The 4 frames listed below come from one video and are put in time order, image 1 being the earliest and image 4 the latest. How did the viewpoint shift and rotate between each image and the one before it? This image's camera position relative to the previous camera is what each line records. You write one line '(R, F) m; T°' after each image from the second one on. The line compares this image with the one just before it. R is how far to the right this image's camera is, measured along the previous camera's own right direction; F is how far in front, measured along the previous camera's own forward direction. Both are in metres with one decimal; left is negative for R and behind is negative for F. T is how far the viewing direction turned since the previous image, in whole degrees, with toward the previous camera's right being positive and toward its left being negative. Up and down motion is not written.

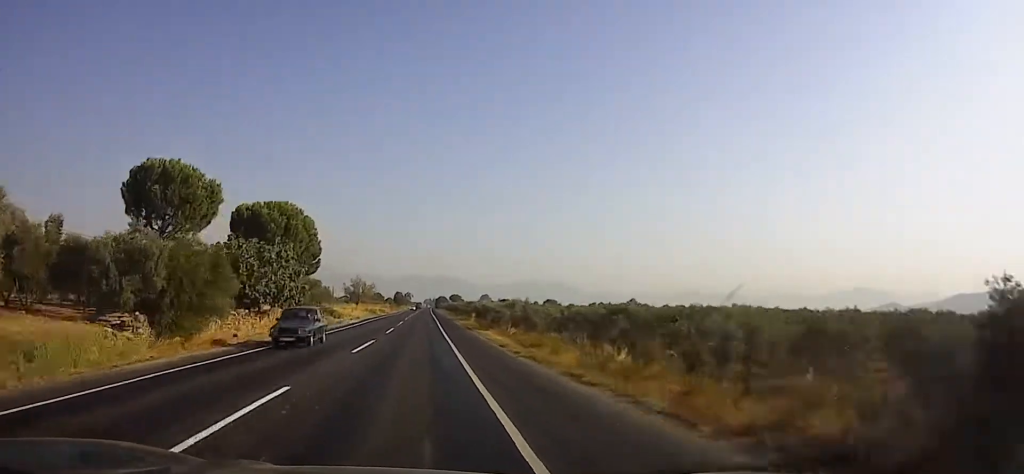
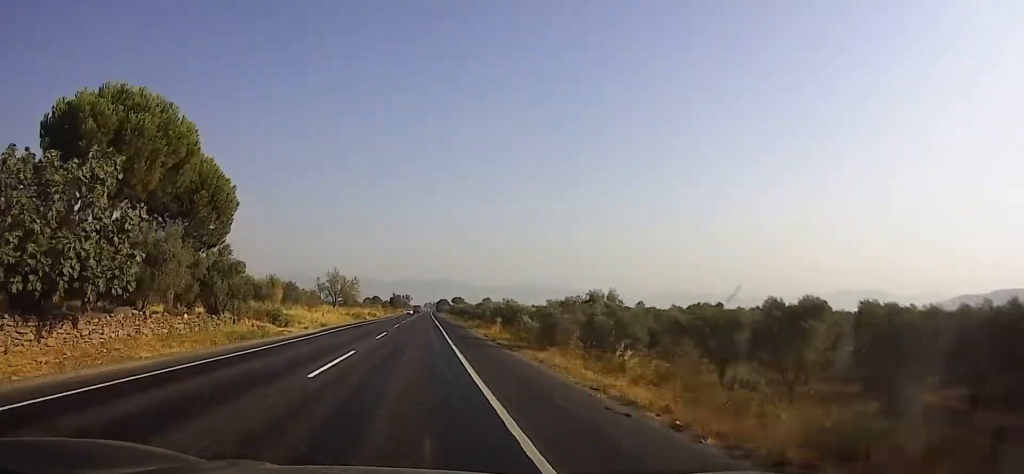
(0.0, +22.0) m; 0°
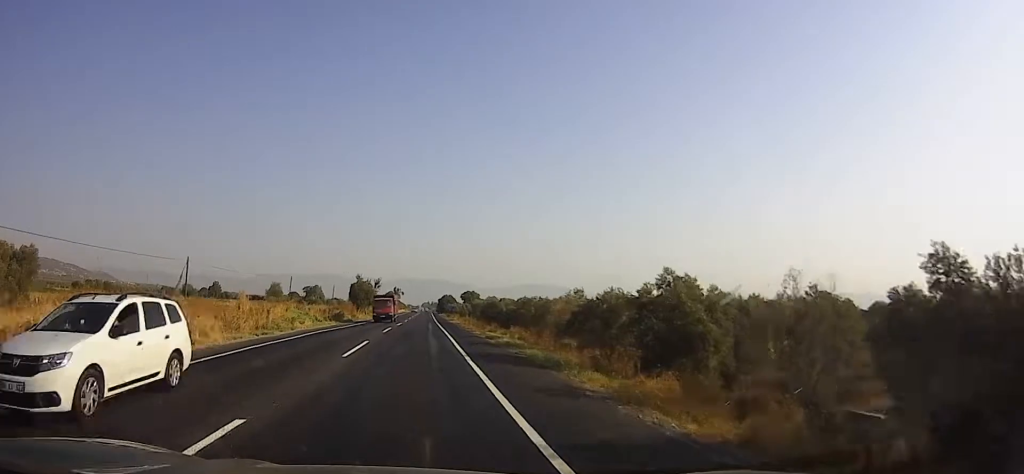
(+0.1, +86.9) m; 0°
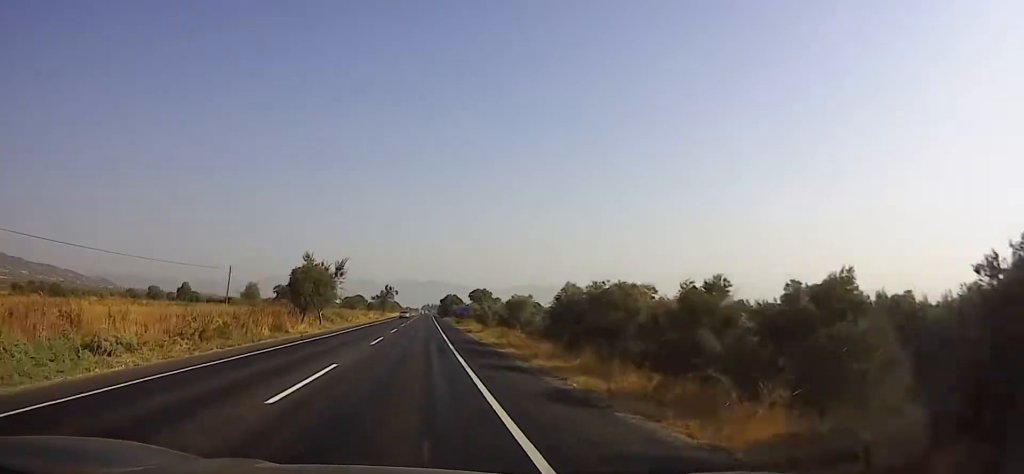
(0.0, +37.5) m; 0°
